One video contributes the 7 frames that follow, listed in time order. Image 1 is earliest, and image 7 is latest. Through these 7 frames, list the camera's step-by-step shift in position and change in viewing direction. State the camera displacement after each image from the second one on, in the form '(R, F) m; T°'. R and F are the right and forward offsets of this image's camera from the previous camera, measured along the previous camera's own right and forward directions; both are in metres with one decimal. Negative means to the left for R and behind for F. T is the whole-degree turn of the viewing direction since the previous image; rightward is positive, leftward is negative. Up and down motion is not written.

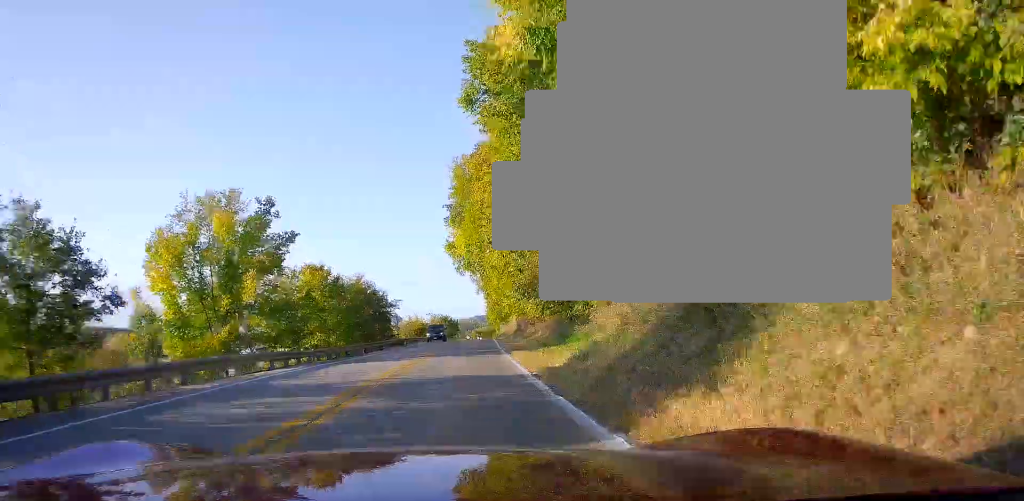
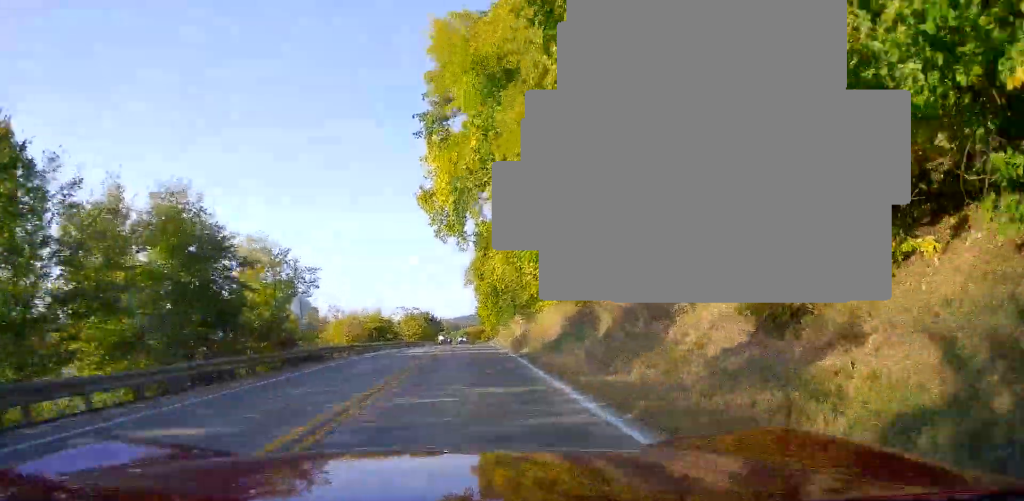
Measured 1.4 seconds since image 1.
(+0.8, +32.2) m; +3°
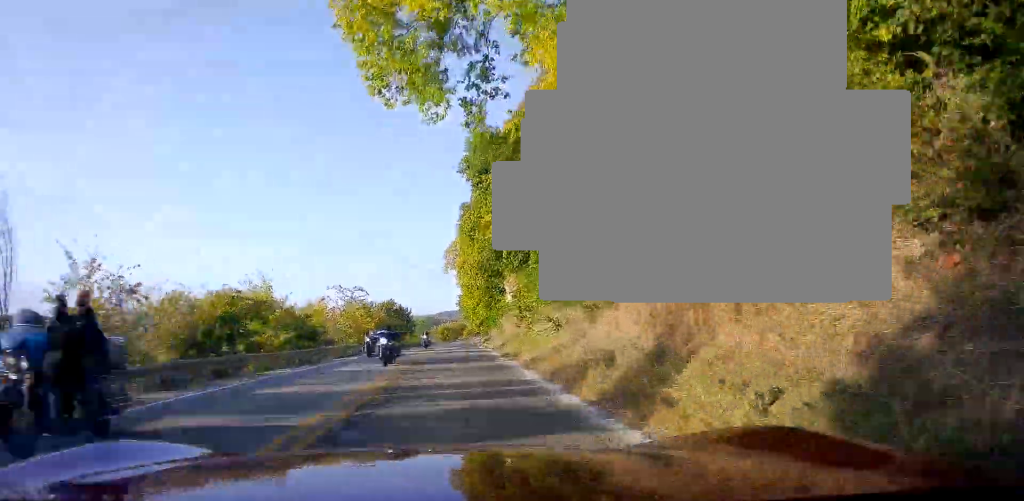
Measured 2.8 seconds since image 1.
(+0.4, +33.3) m; +2°
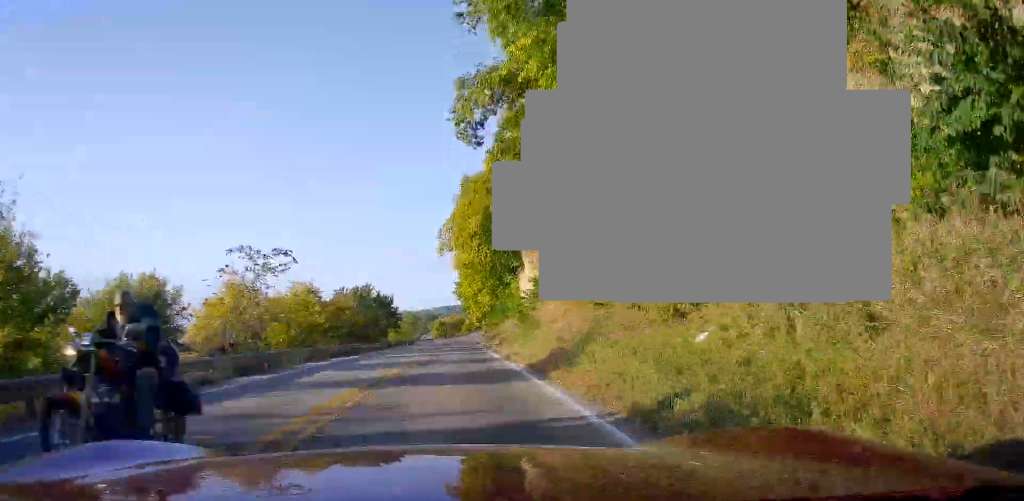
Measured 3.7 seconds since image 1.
(+0.3, +21.2) m; +1°
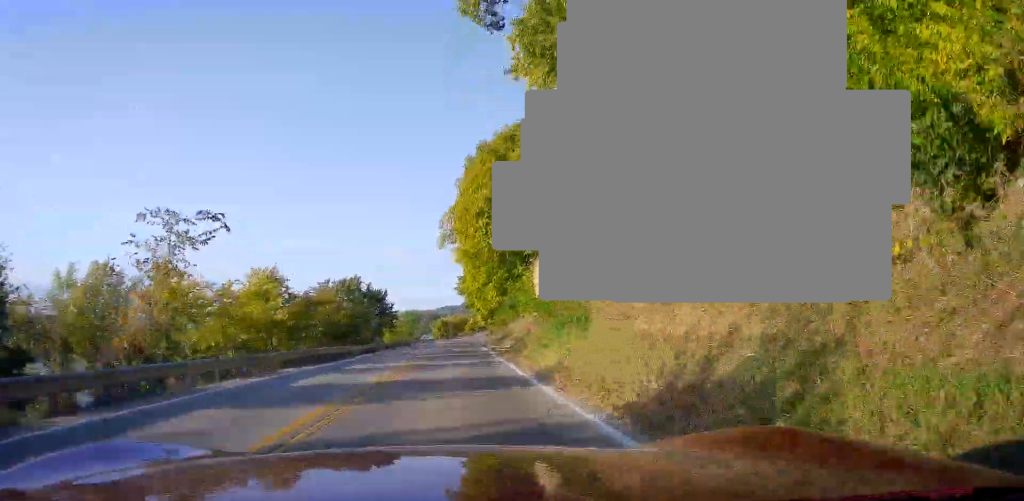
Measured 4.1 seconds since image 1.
(+0.1, +9.0) m; 0°
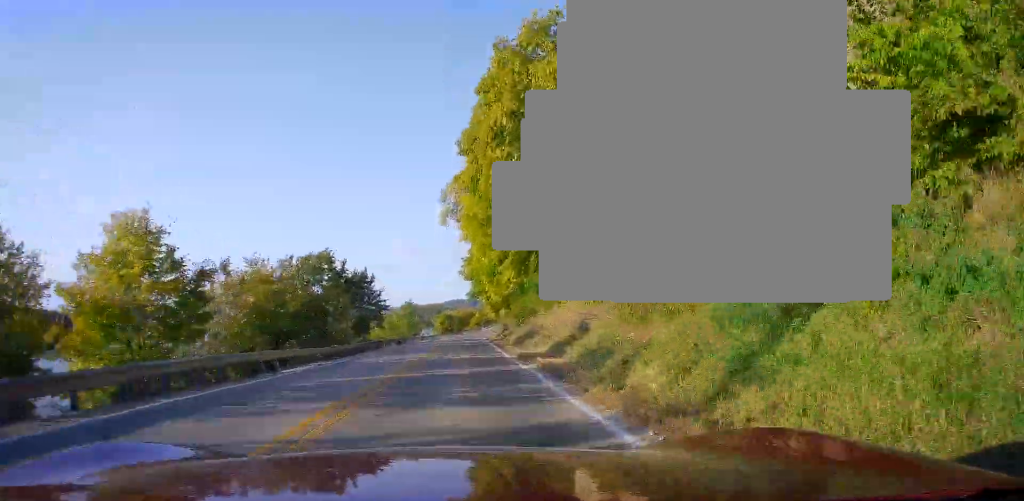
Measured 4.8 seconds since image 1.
(0.0, +15.0) m; 0°
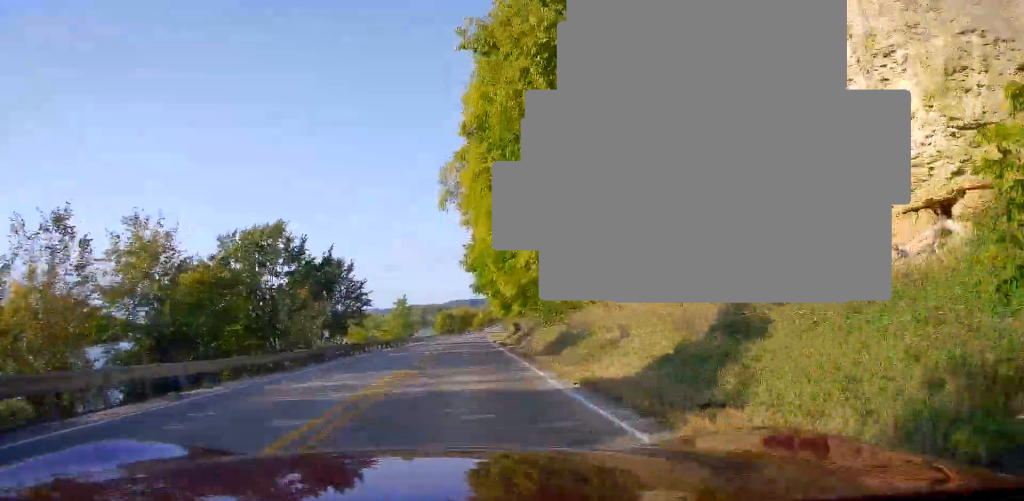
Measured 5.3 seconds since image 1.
(-0.1, +11.9) m; -1°
